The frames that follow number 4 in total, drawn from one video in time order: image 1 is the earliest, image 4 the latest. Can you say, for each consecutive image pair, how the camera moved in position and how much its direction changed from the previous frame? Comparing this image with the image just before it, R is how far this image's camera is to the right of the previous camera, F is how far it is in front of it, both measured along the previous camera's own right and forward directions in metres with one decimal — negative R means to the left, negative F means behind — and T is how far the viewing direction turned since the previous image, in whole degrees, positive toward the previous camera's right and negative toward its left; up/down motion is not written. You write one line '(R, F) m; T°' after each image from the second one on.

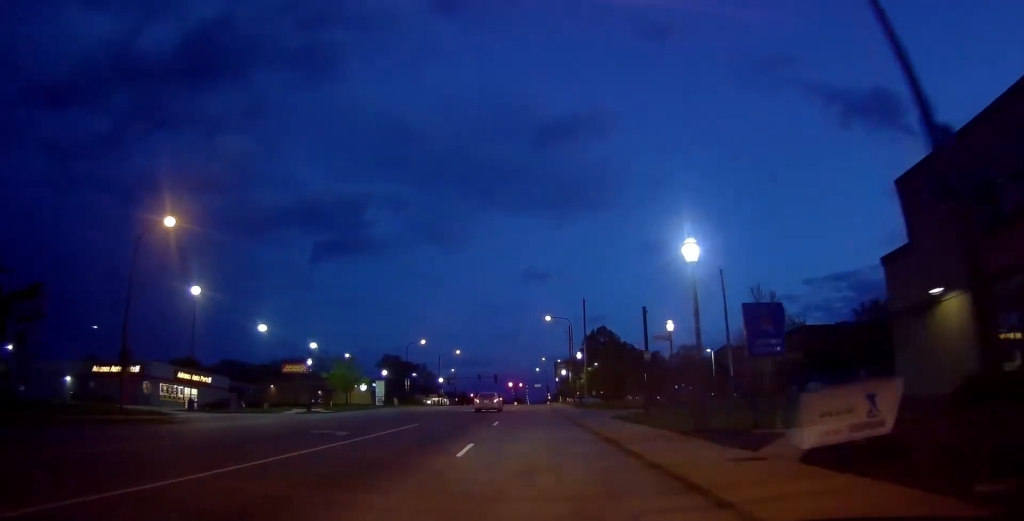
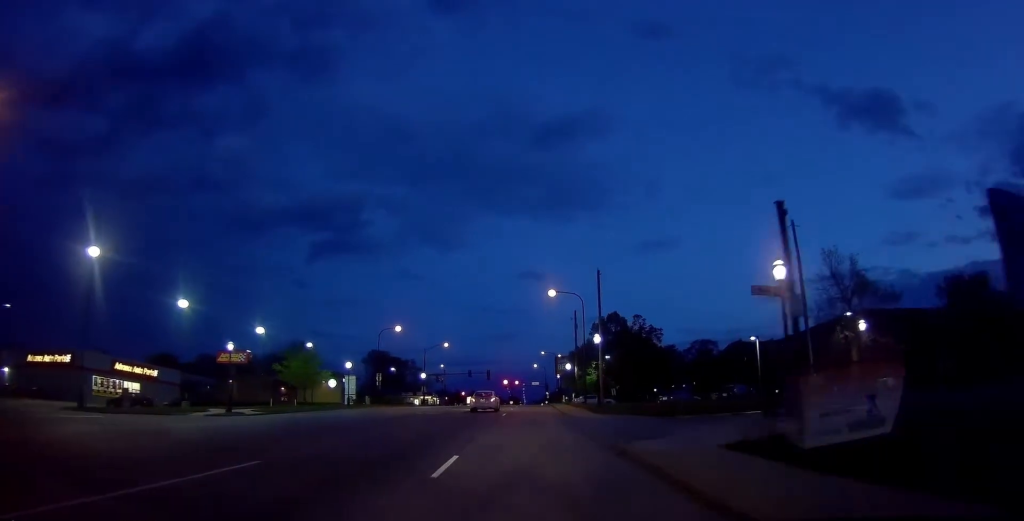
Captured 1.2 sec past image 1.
(0.0, +15.0) m; -2°
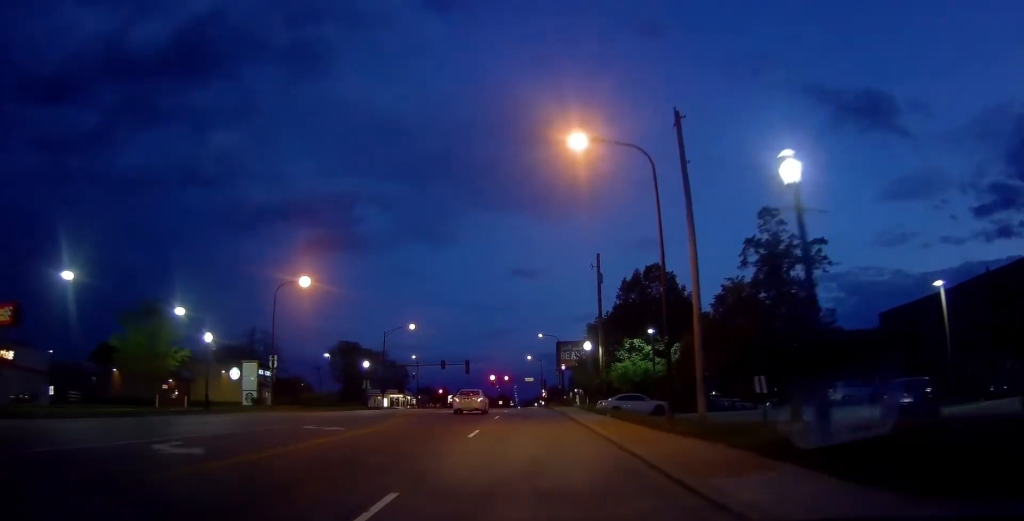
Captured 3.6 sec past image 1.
(0.0, +29.6) m; +2°
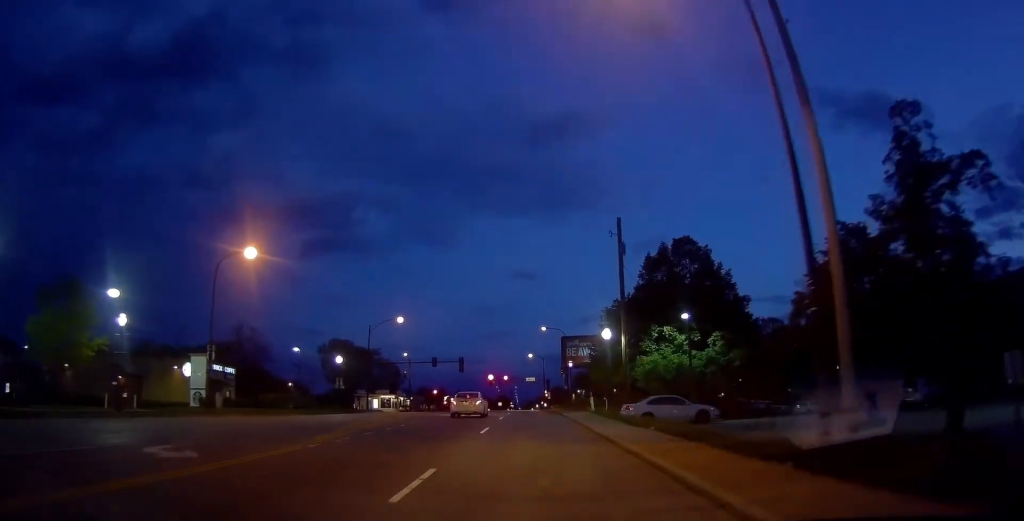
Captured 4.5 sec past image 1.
(0.0, +9.7) m; 0°
